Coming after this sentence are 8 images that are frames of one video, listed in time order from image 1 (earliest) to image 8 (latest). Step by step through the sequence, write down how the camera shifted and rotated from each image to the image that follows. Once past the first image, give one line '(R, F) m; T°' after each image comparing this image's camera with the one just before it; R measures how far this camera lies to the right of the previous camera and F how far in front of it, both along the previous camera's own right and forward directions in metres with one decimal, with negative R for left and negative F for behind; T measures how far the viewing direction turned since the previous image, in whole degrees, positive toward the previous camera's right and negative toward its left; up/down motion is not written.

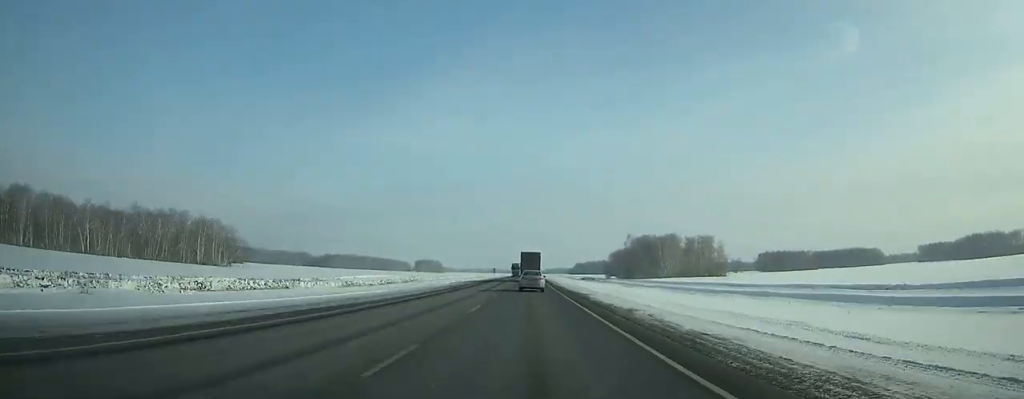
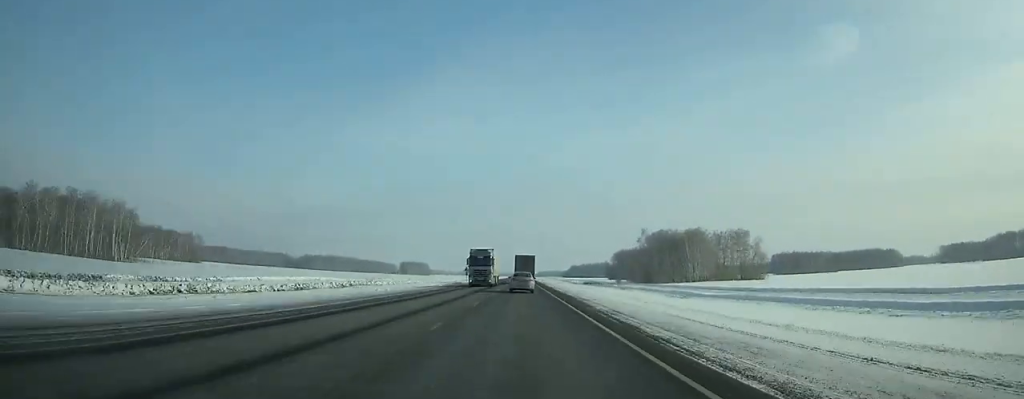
(0.0, +56.5) m; 0°
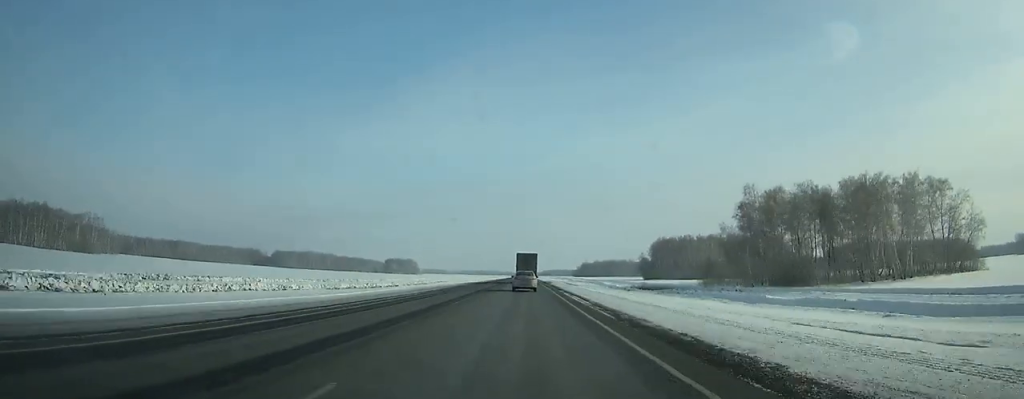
(-0.1, +113.6) m; 0°
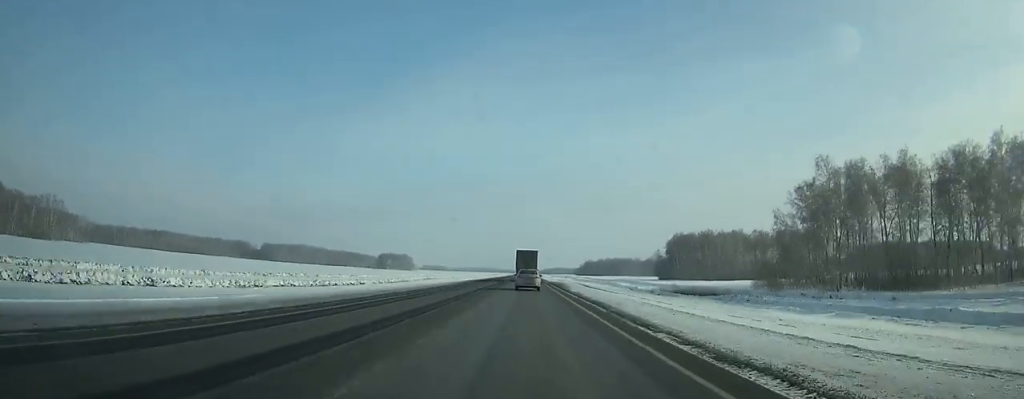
(0.0, +32.3) m; 0°
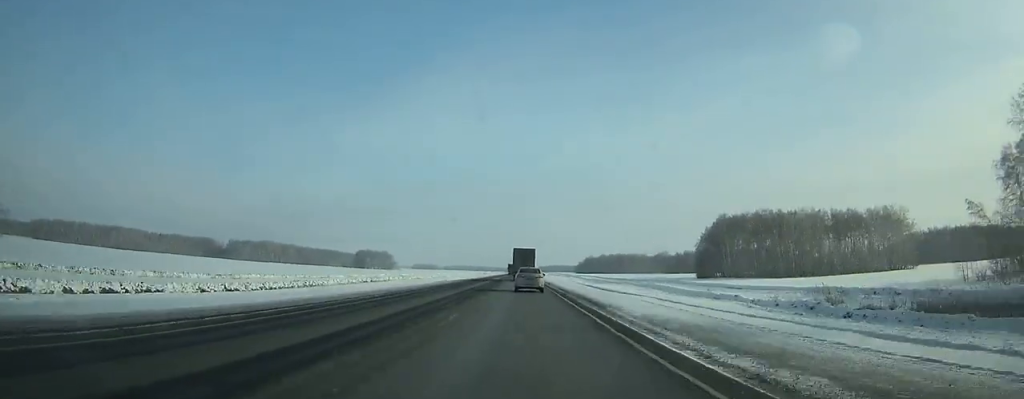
(+0.3, +65.6) m; 0°
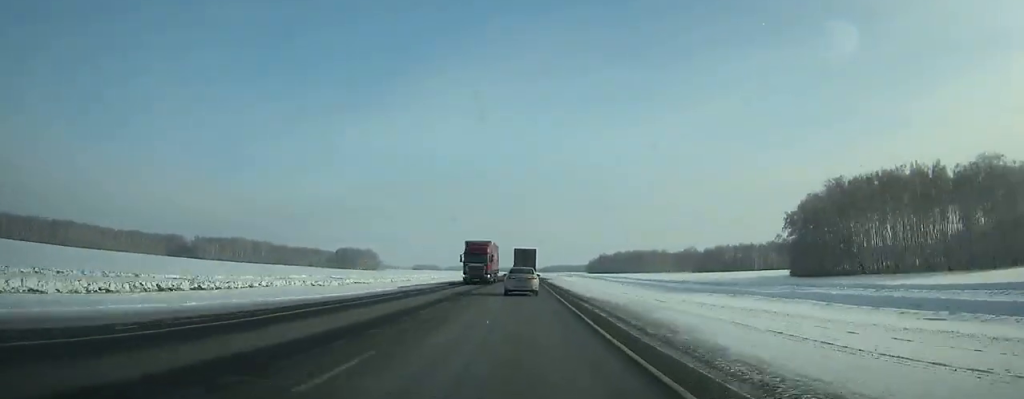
(-0.1, +72.8) m; -1°
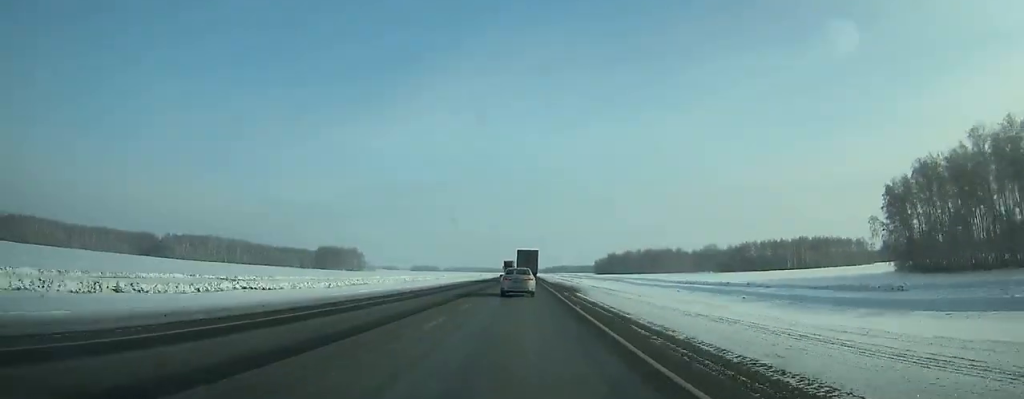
(-0.3, +50.3) m; 0°
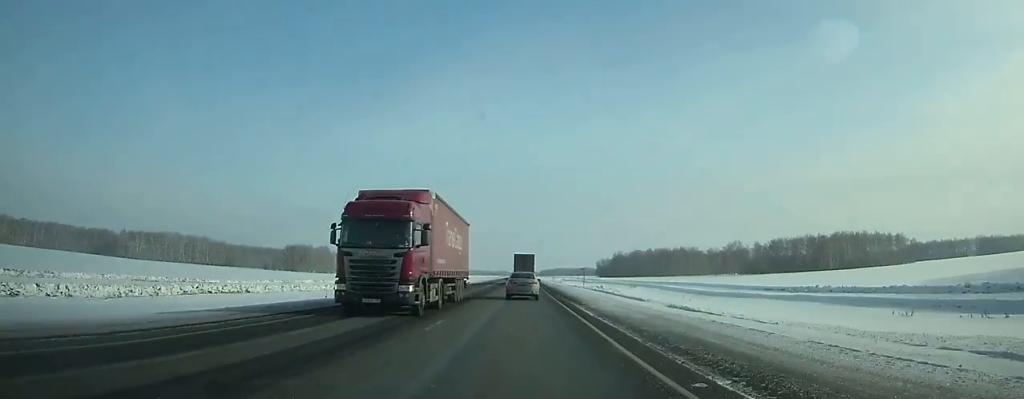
(-0.1, +58.3) m; 0°
